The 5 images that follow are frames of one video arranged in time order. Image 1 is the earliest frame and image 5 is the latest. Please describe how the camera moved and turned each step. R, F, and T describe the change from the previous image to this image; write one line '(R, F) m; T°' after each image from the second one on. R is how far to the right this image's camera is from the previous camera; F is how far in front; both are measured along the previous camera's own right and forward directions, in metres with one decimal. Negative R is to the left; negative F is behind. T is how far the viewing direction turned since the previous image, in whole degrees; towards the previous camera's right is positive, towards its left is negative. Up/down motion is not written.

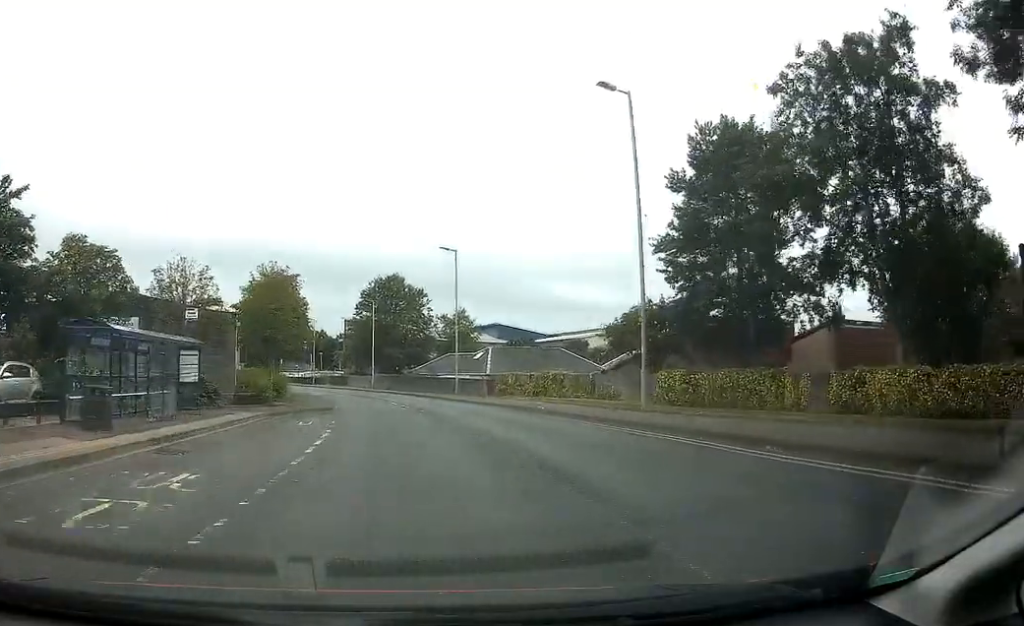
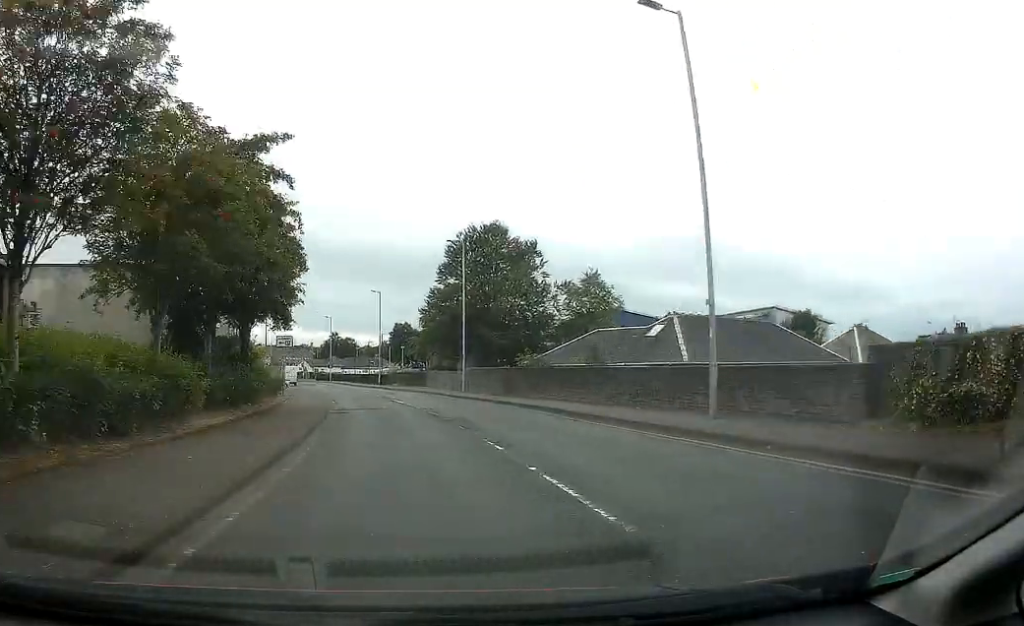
(-1.8, +32.3) m; -8°
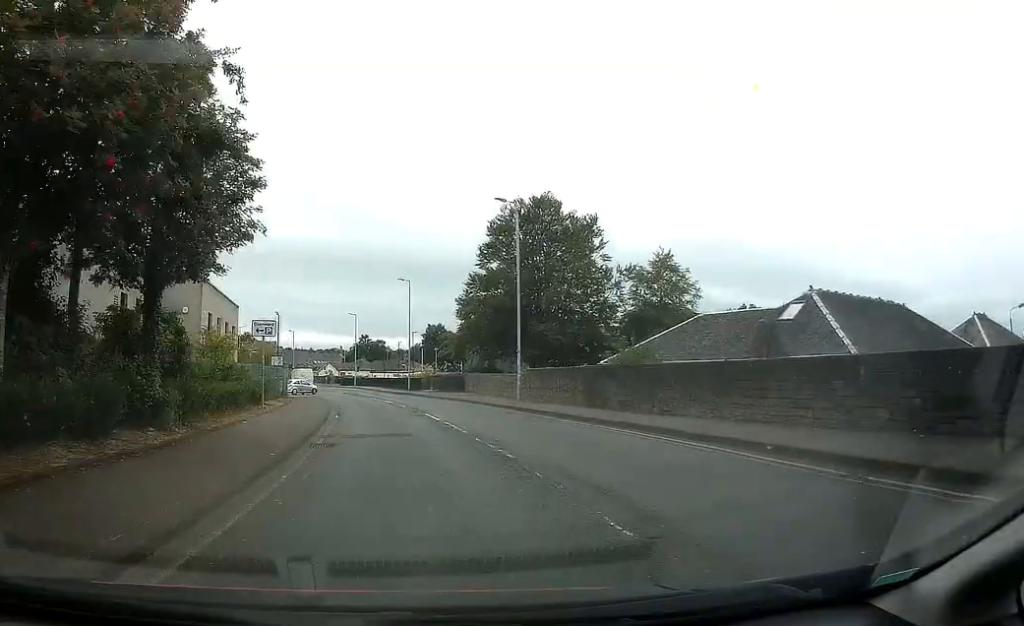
(-0.4, +11.8) m; -2°
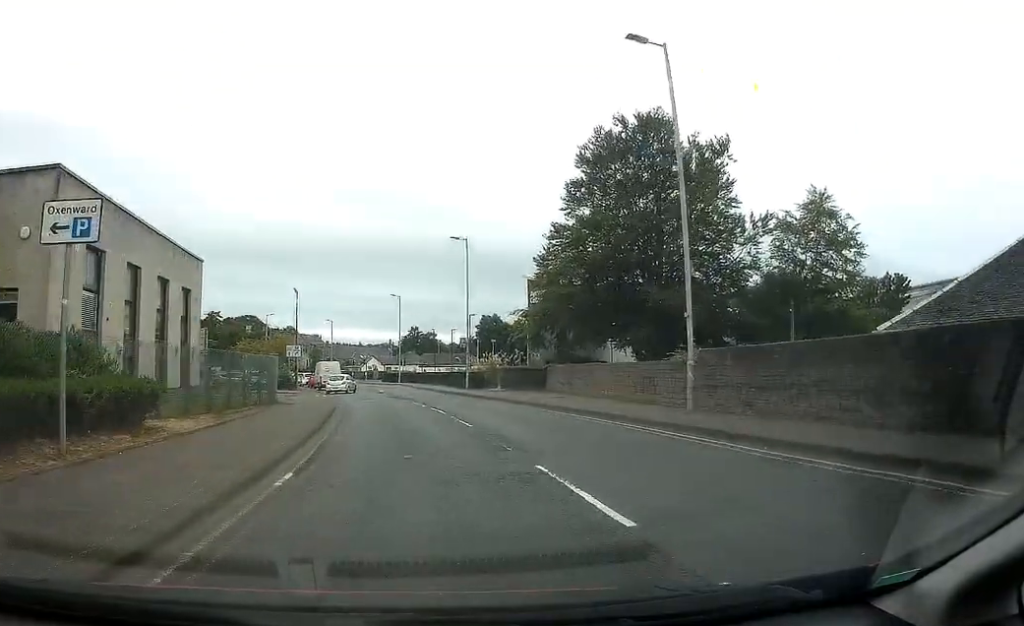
(-1.1, +17.7) m; -6°
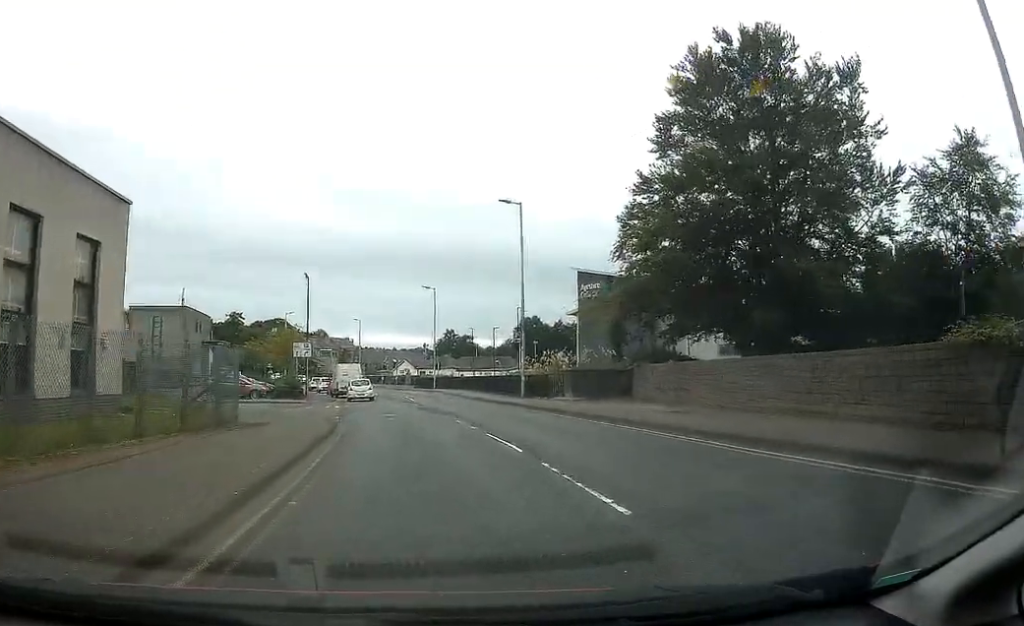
(-0.1, +11.4) m; +1°
